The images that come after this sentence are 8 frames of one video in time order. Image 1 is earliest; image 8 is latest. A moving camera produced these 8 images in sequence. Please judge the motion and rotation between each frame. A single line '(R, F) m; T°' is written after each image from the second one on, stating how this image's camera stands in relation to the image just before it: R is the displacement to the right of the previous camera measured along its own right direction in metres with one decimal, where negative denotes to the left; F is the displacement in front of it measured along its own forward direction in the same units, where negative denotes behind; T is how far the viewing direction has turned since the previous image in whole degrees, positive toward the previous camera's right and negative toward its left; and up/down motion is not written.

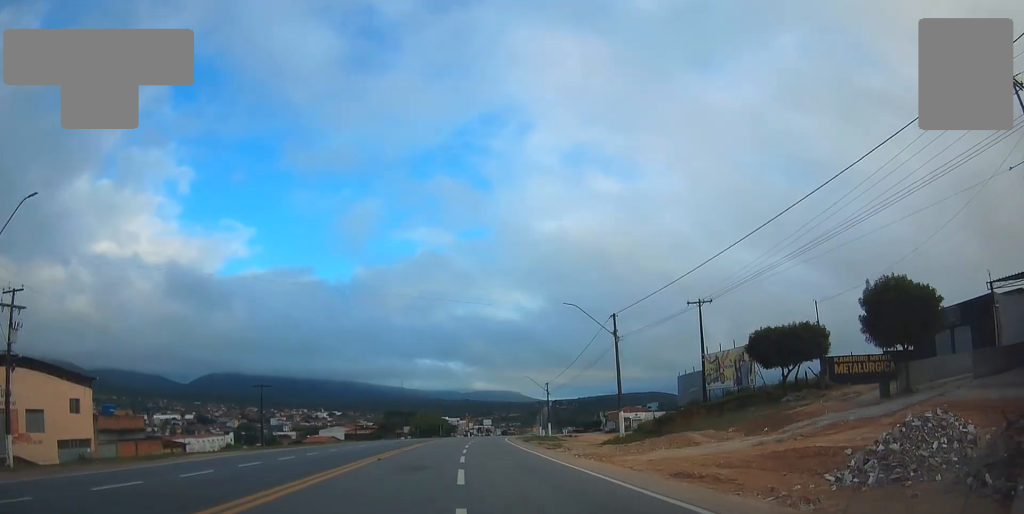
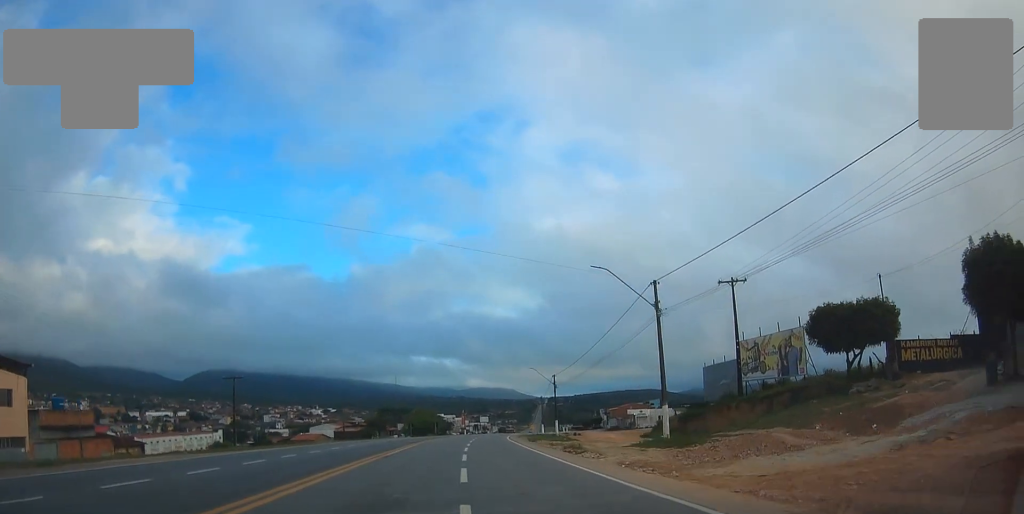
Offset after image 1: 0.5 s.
(+0.1, +7.3) m; +1°
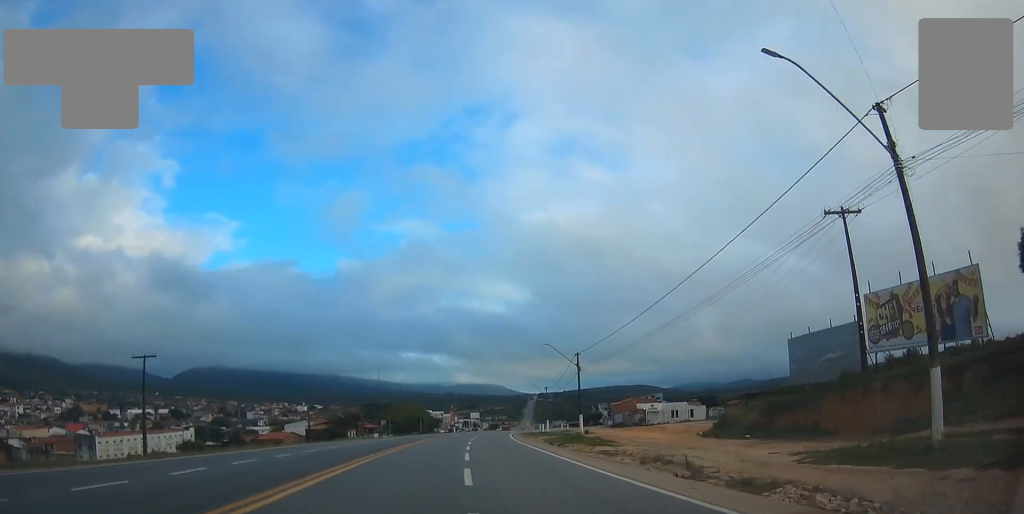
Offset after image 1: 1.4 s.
(0.0, +15.9) m; +1°
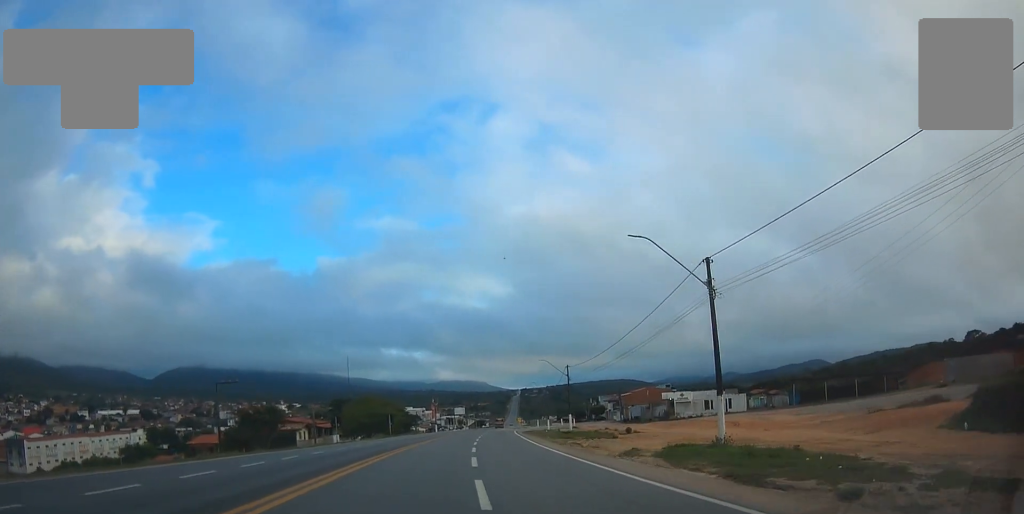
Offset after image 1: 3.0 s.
(+0.9, +26.0) m; +3°
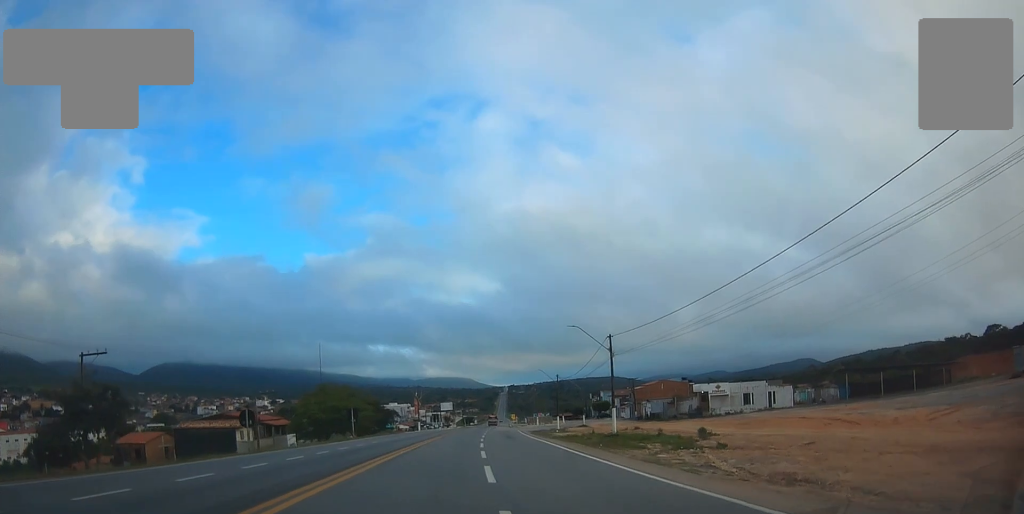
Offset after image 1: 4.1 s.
(0.0, +20.6) m; +1°
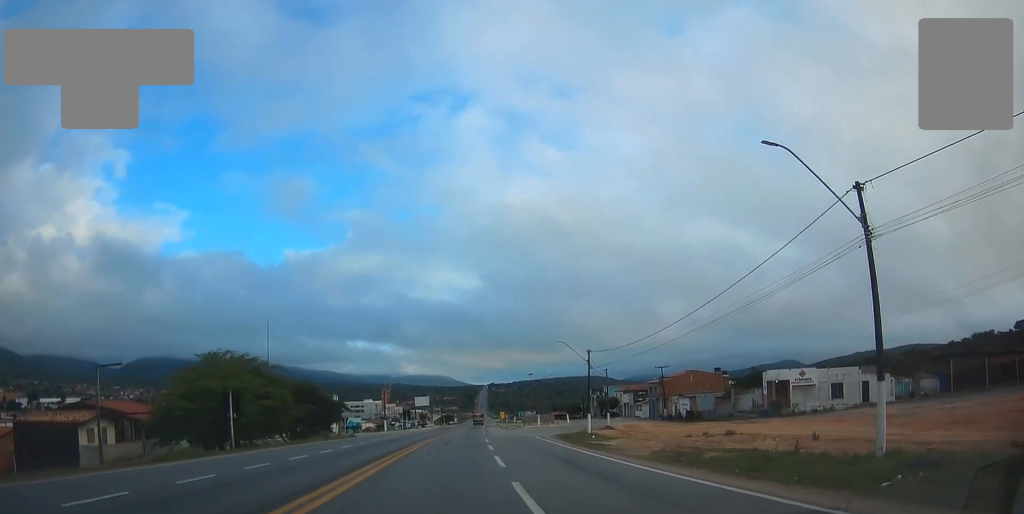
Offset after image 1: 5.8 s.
(+0.9, +30.2) m; +1°
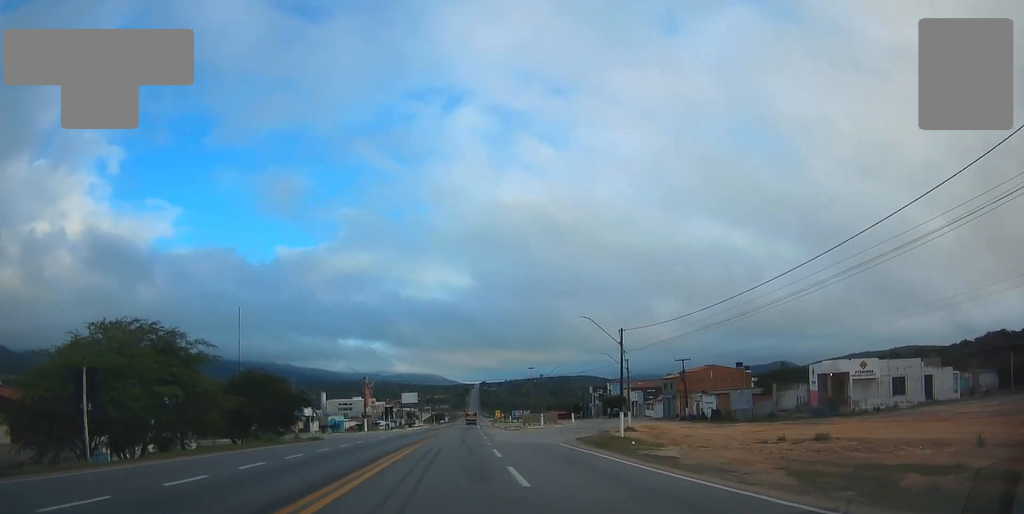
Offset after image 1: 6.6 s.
(-0.7, +14.4) m; -1°
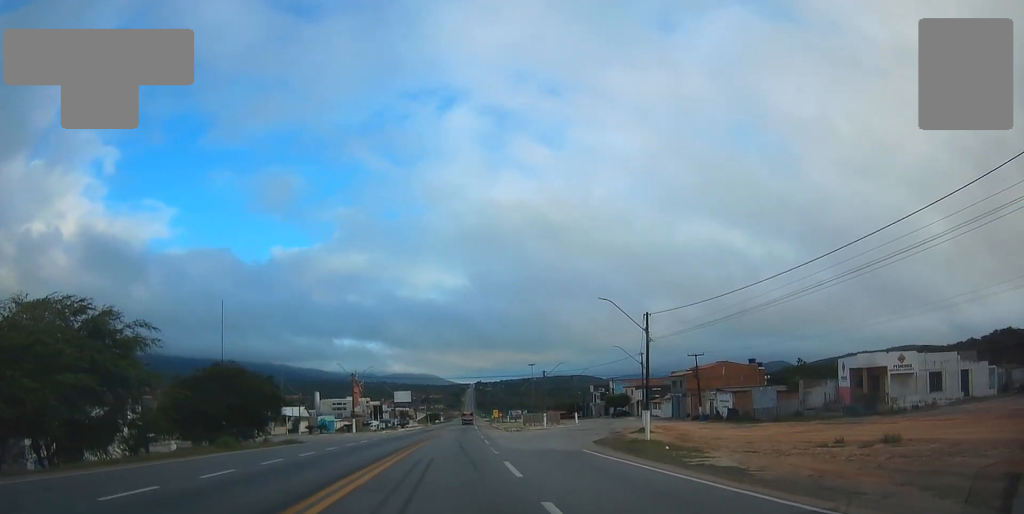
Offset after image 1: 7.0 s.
(+0.3, +7.4) m; +1°
